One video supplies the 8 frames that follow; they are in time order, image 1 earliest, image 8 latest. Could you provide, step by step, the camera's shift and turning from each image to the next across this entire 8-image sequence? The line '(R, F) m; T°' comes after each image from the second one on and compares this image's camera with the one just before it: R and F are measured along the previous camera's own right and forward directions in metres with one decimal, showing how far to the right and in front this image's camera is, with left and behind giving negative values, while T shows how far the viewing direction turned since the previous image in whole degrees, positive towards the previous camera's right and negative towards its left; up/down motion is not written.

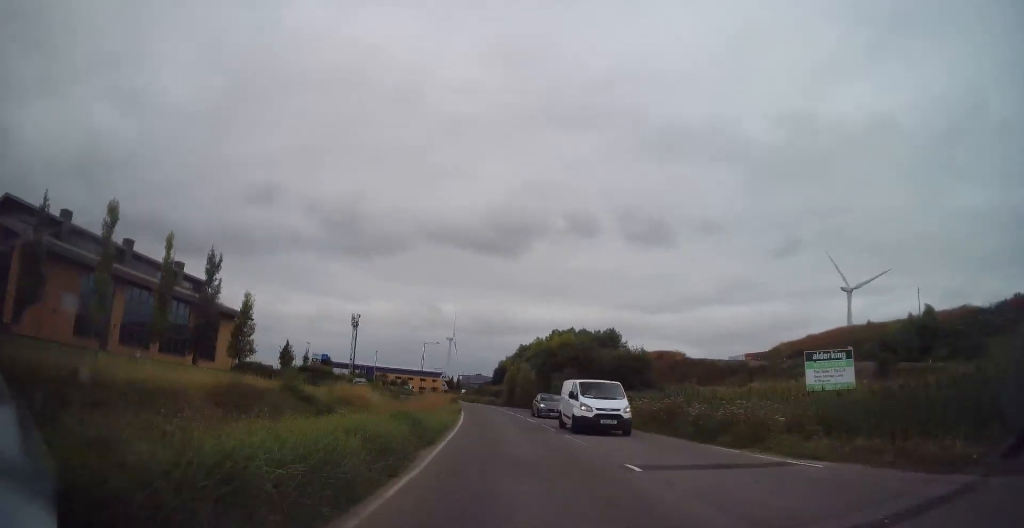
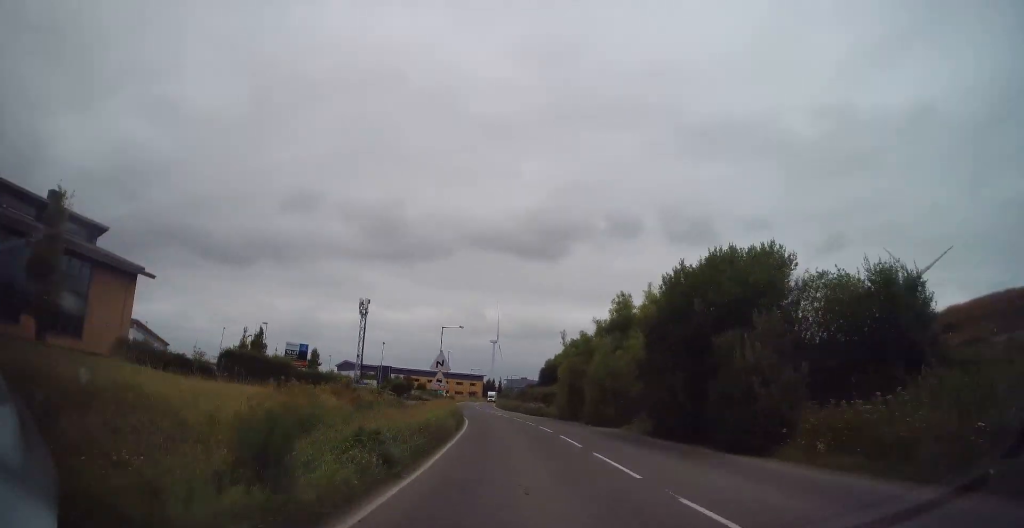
(-0.7, +27.6) m; -3°
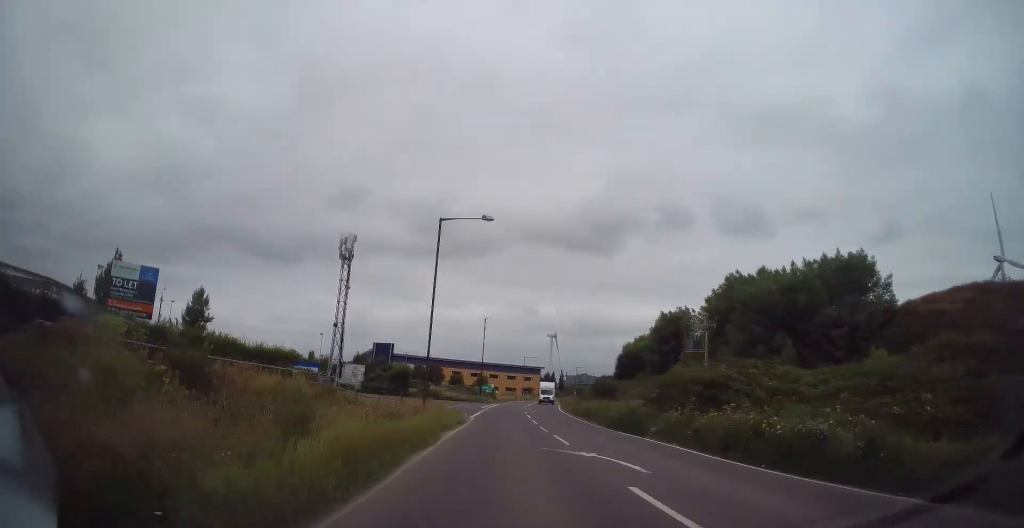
(-2.2, +41.4) m; -3°
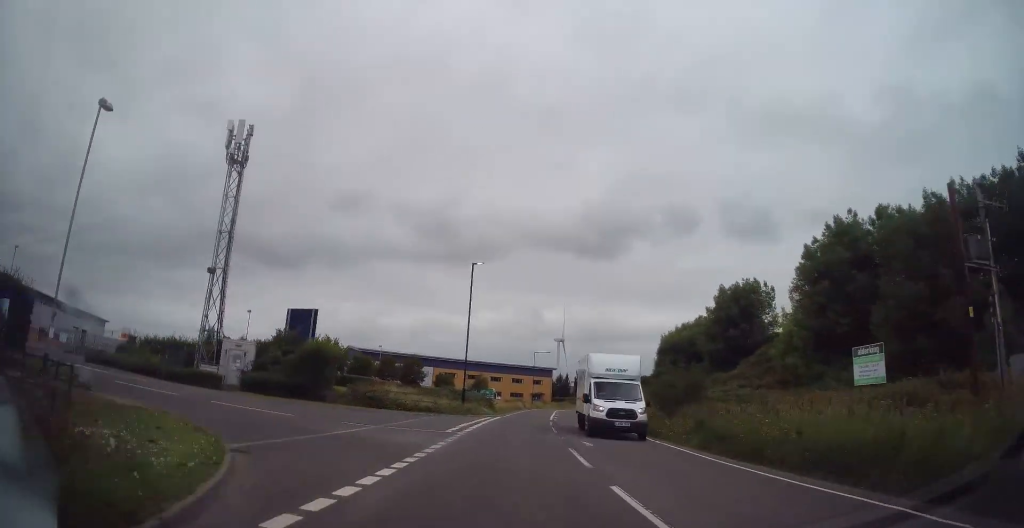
(-0.2, +29.6) m; +1°
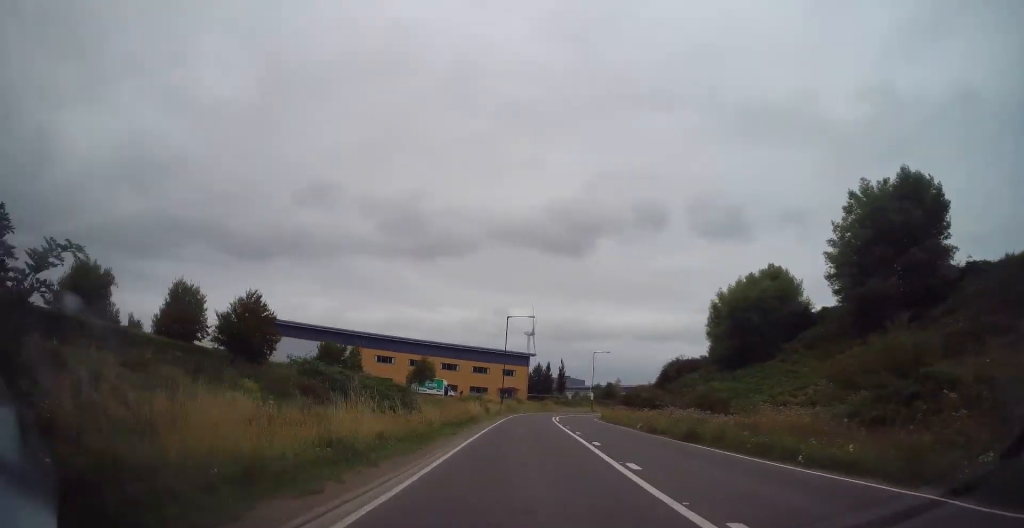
(+0.7, +39.1) m; +4°
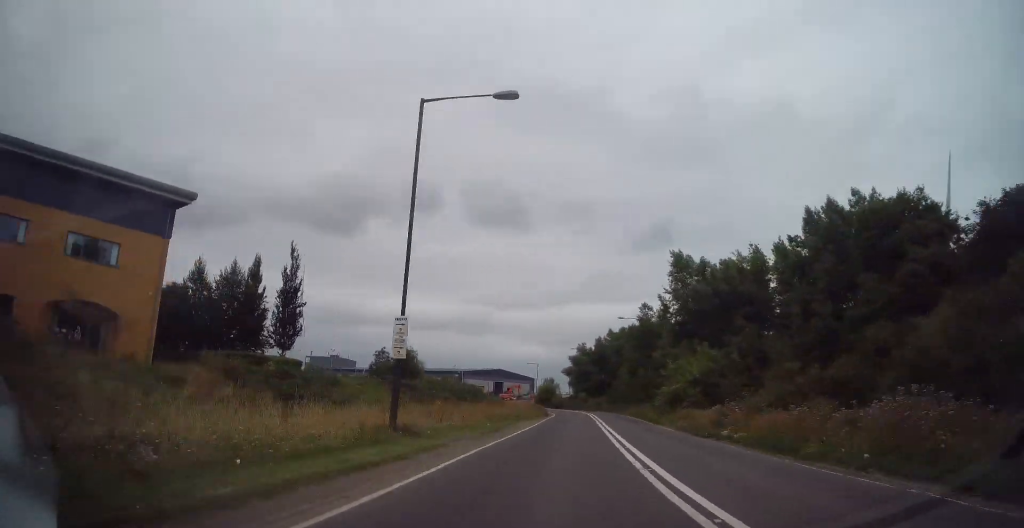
(+12.7, +71.5) m; +20°
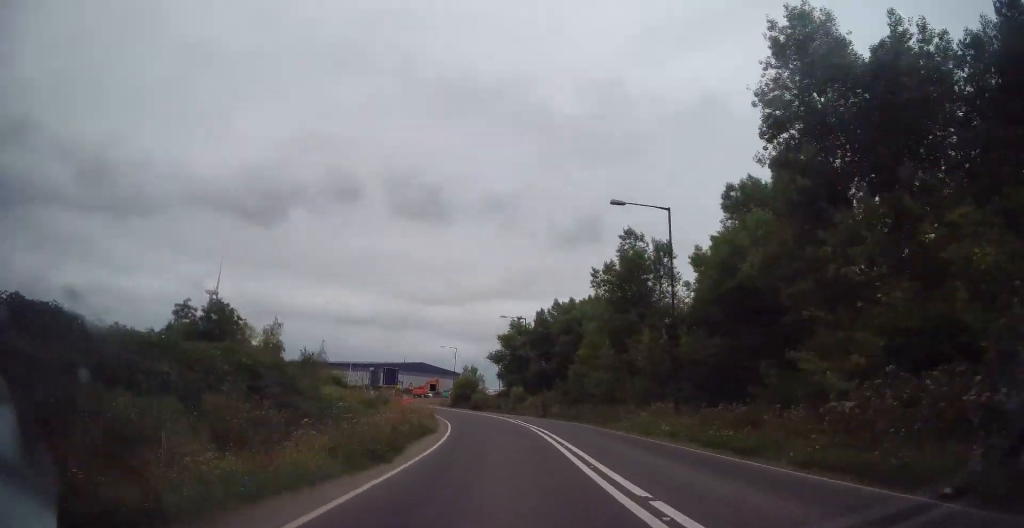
(+2.2, +34.6) m; +2°
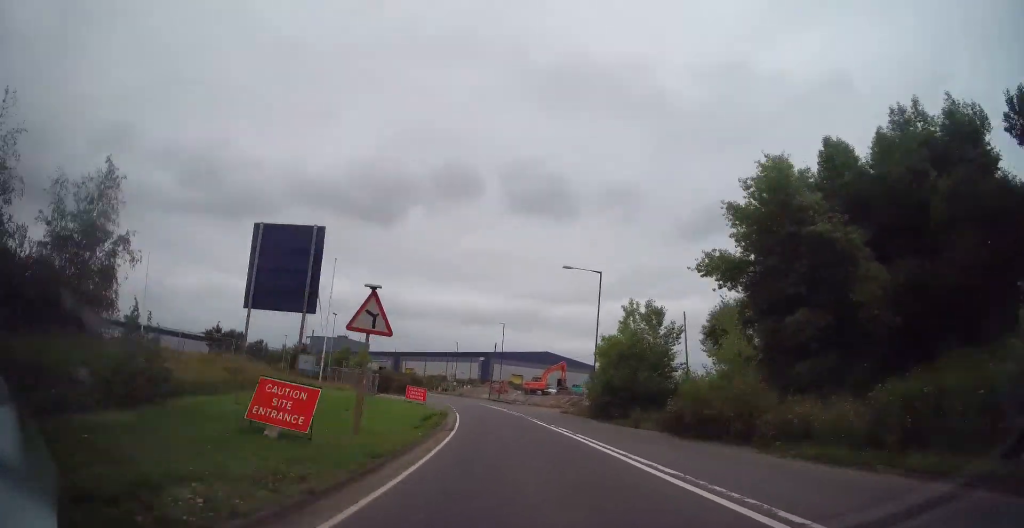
(-2.6, +52.6) m; -9°
